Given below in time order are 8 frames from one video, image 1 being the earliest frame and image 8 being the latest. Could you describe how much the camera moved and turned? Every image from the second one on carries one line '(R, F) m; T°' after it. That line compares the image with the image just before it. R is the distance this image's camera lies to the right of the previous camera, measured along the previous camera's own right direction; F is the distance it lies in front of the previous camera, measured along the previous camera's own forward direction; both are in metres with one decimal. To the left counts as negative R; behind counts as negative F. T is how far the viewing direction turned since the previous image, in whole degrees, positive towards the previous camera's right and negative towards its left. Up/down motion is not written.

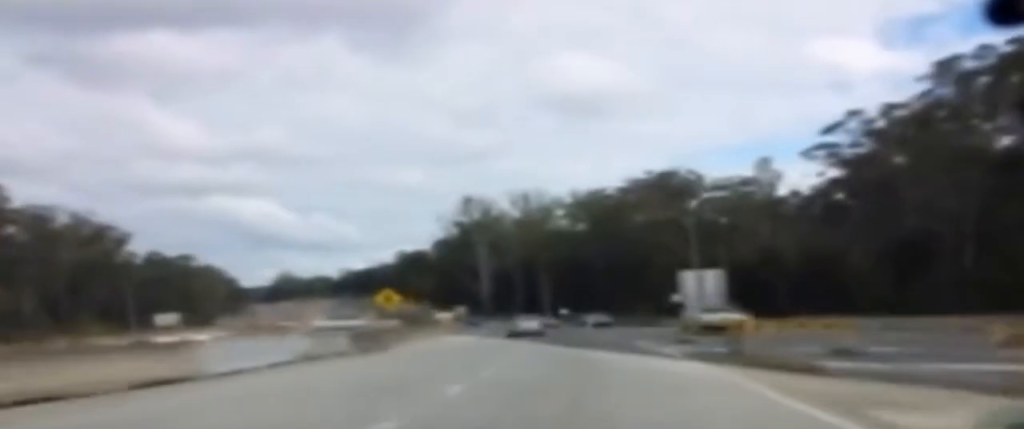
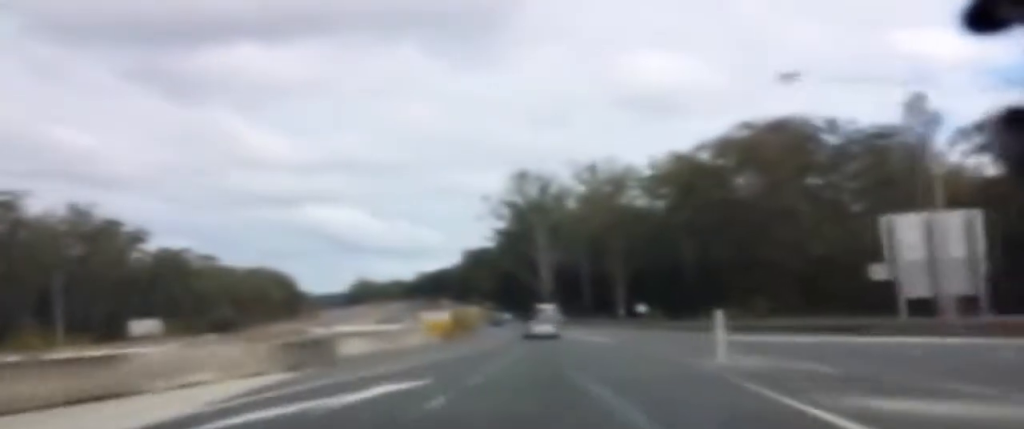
(-0.6, +44.1) m; -4°
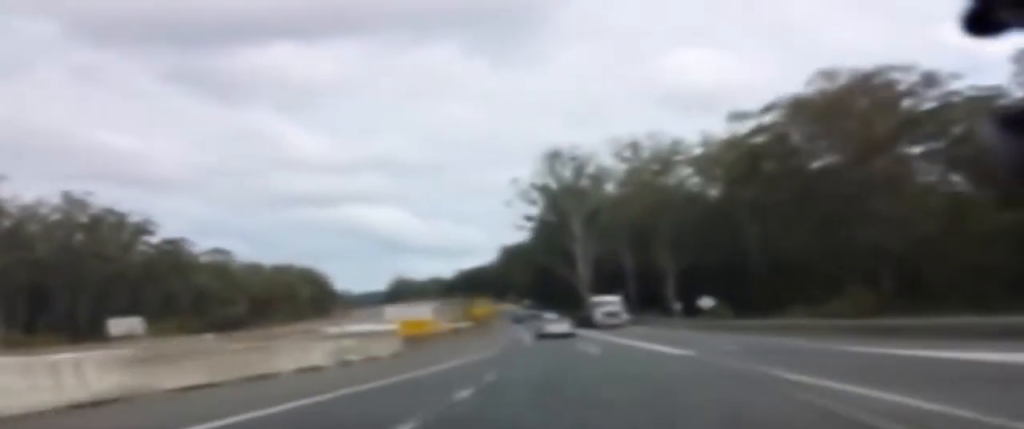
(-0.6, +19.2) m; -2°
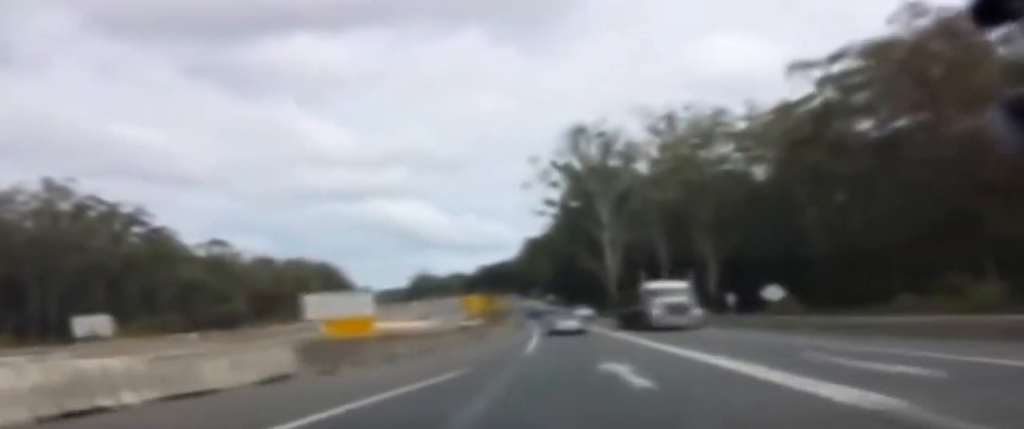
(+0.1, +13.1) m; -2°
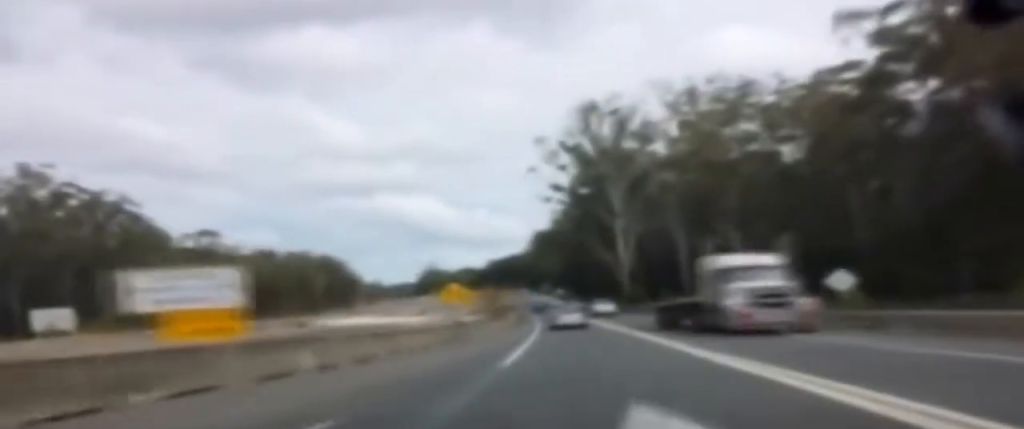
(-0.3, +10.0) m; -2°
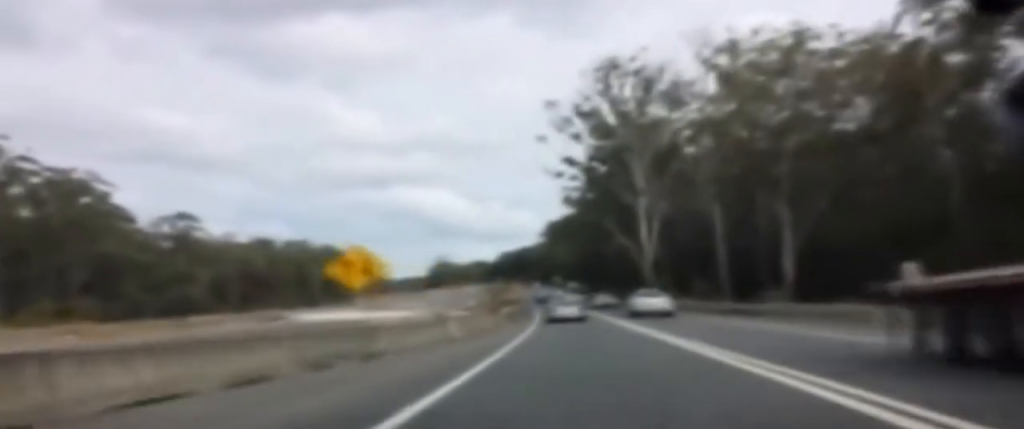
(-0.6, +17.0) m; -3°
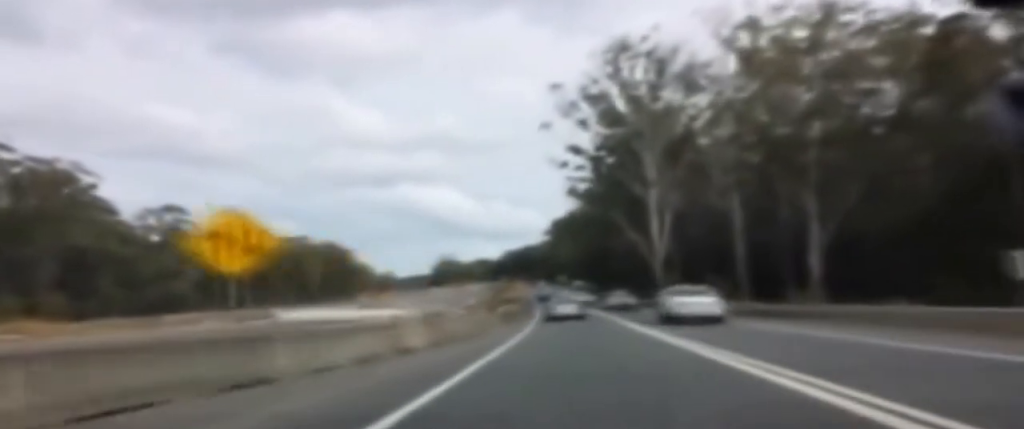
(-0.2, +7.0) m; -1°
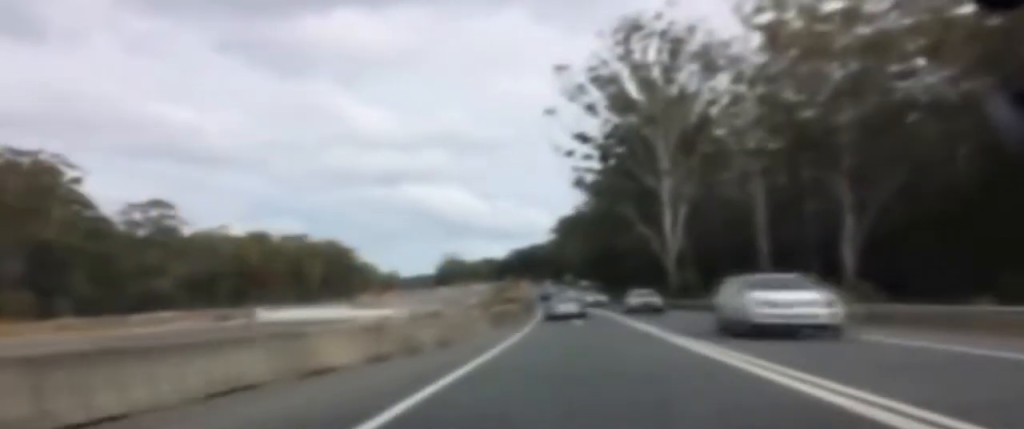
(0.0, +7.0) m; 0°
